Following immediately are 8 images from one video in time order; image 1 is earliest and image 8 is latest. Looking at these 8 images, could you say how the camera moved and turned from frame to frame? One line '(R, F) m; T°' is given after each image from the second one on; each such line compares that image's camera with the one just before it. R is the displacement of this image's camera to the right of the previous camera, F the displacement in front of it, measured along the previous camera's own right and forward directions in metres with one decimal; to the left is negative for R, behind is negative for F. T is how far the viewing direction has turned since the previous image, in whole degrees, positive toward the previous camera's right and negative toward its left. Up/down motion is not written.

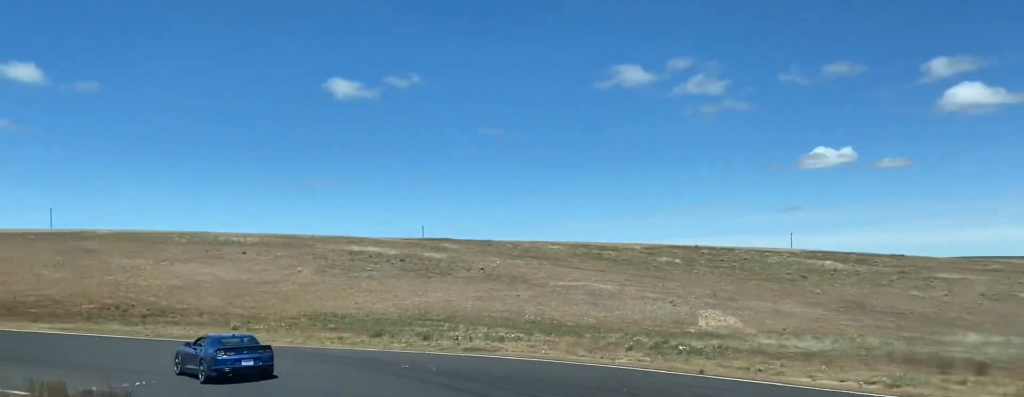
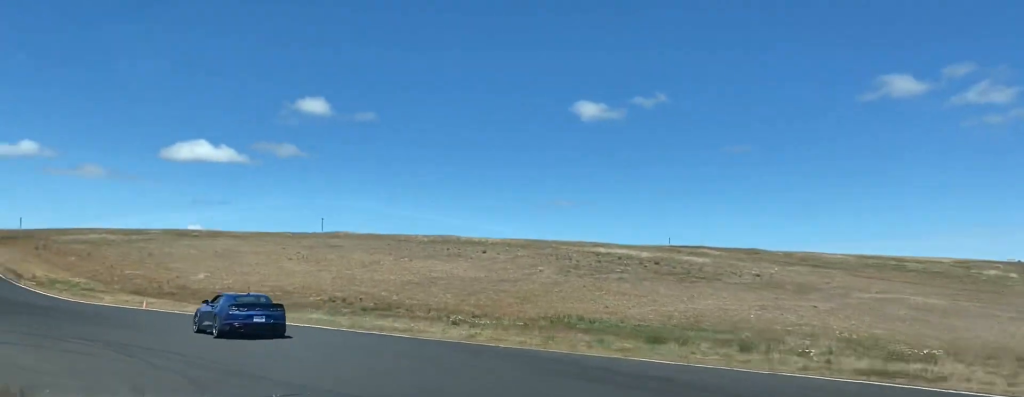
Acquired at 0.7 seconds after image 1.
(-2.7, +14.6) m; -16°
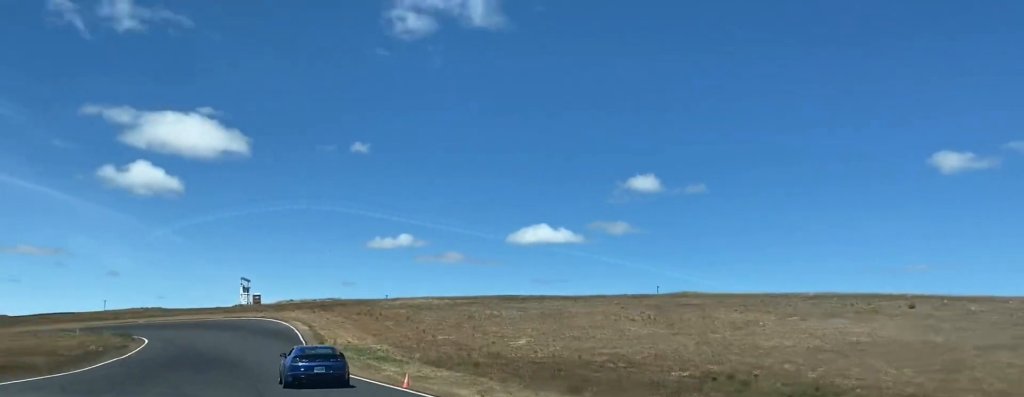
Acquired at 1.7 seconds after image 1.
(-4.7, +22.5) m; -19°
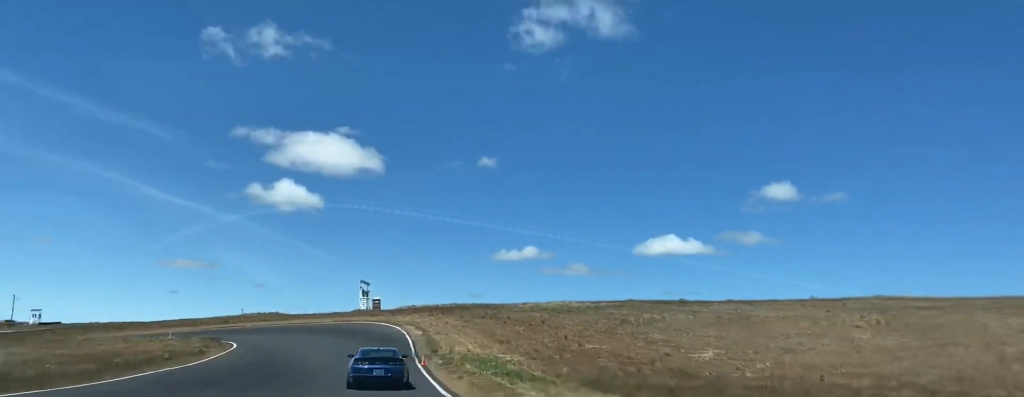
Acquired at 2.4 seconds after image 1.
(-1.2, +14.9) m; -9°
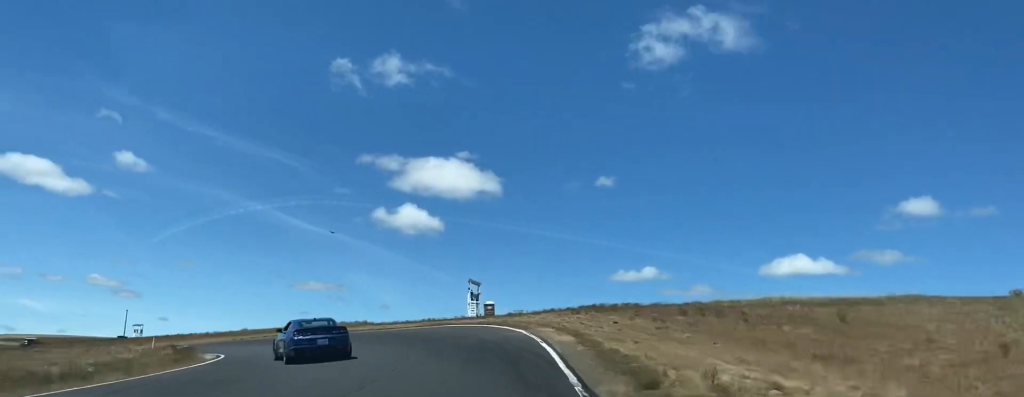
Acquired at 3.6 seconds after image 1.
(-3.4, +29.5) m; -14°
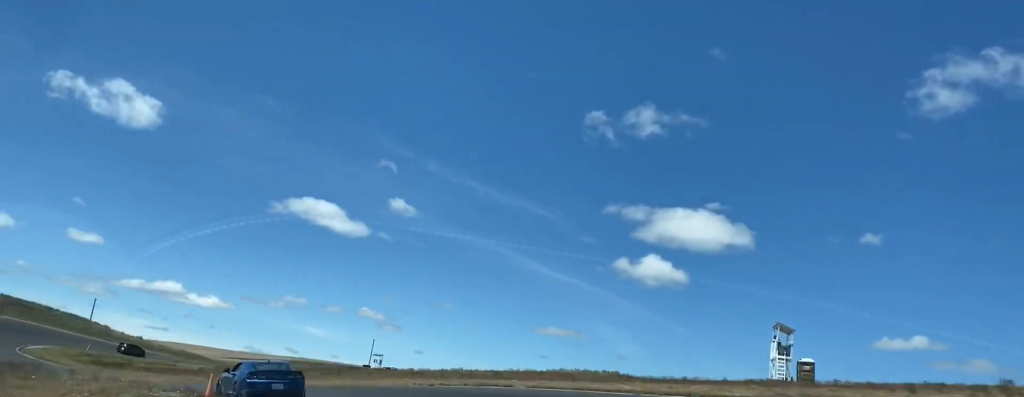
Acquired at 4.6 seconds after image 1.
(-3.2, +26.2) m; -16°
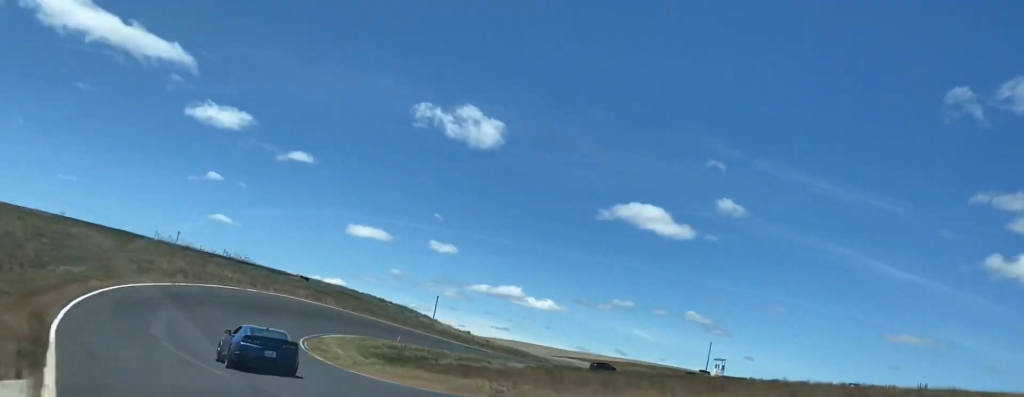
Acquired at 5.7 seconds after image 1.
(-4.3, +25.6) m; -20°
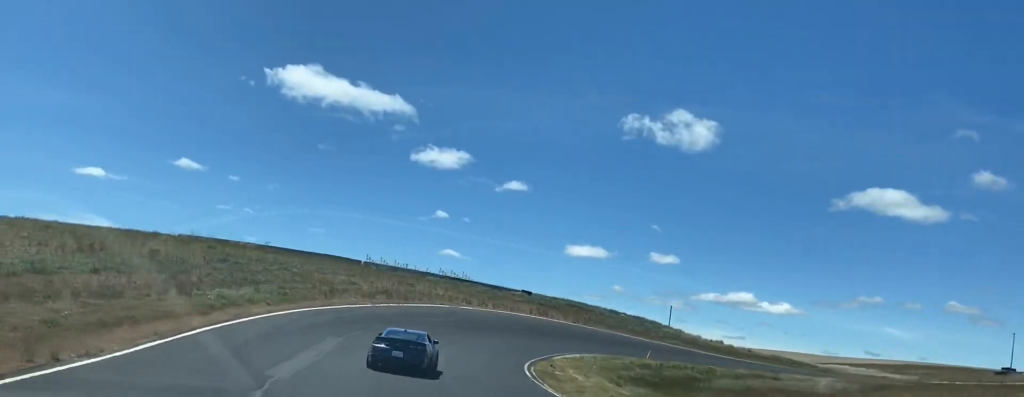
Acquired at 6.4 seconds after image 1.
(-1.6, +16.7) m; -11°
